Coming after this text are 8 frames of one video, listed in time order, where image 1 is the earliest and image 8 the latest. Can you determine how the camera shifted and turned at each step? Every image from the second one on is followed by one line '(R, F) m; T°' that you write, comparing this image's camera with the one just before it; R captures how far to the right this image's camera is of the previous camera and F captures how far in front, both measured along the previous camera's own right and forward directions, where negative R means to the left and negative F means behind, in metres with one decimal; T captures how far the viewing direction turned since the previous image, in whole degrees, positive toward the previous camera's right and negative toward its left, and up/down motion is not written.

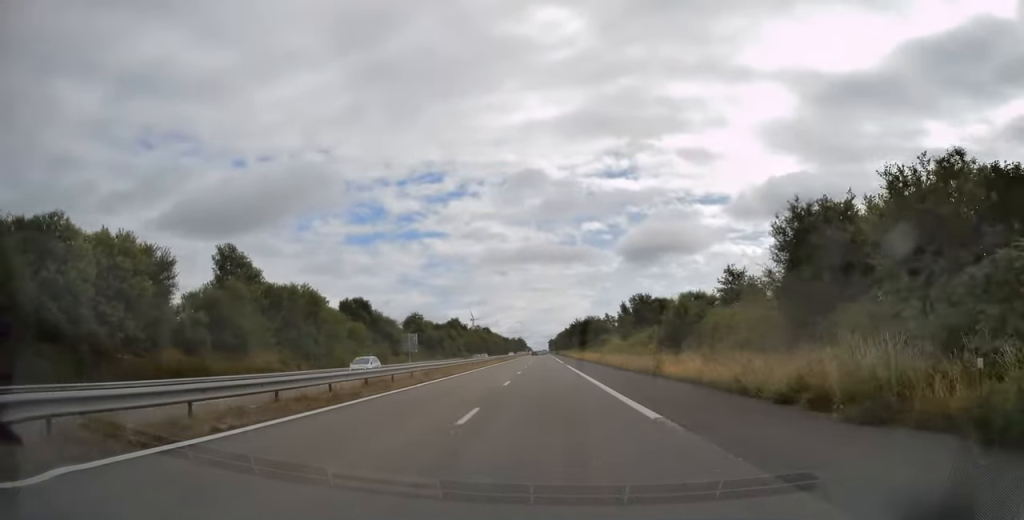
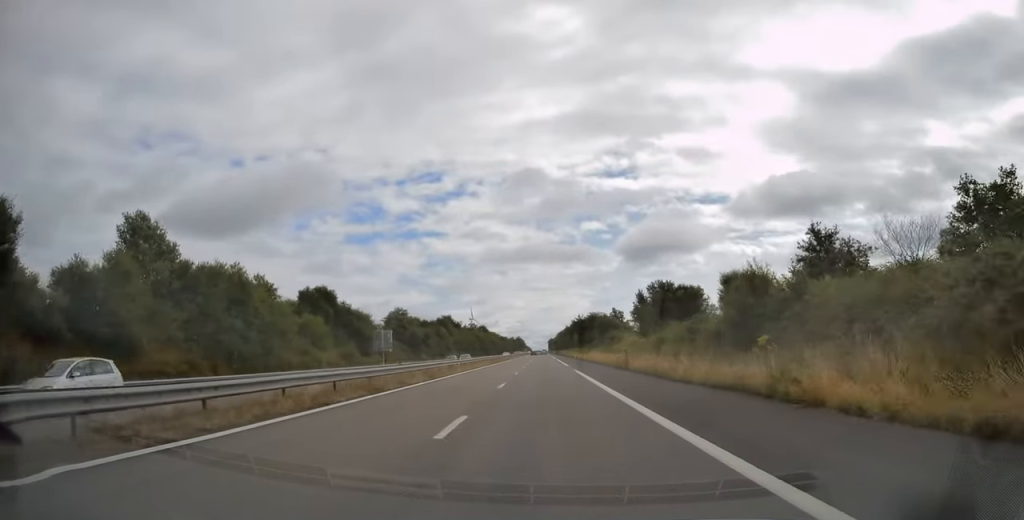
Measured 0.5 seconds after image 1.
(-0.2, +15.4) m; 0°
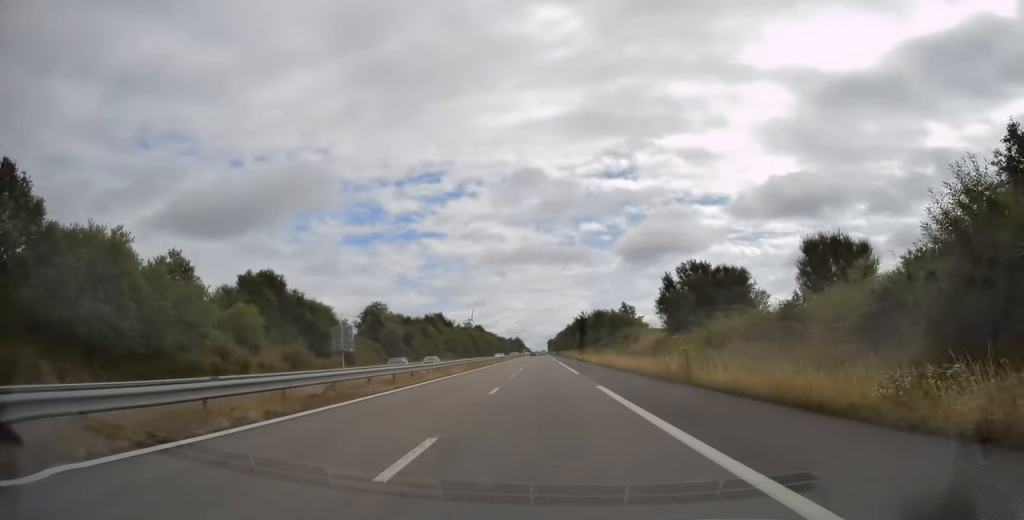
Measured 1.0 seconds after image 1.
(-0.4, +15.9) m; 0°
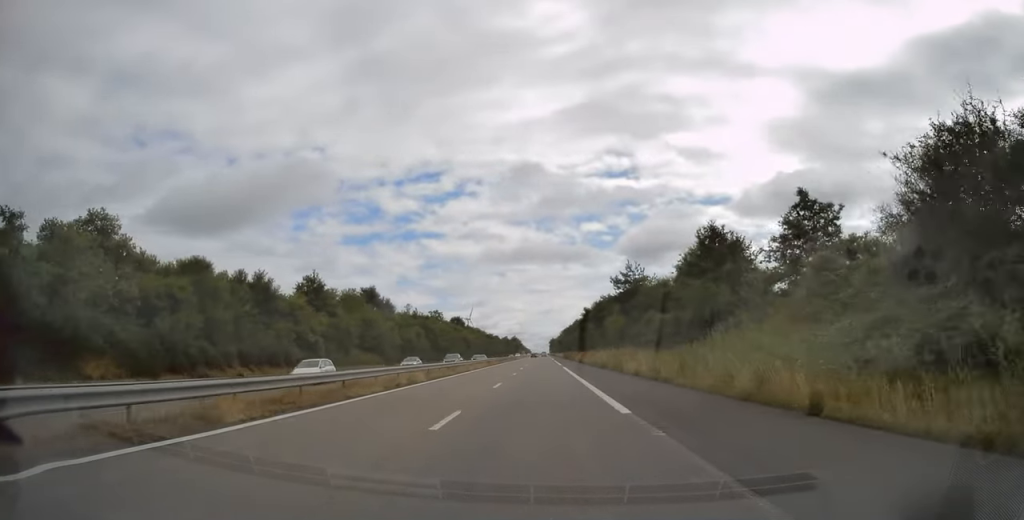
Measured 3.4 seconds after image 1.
(+0.7, +74.4) m; 0°
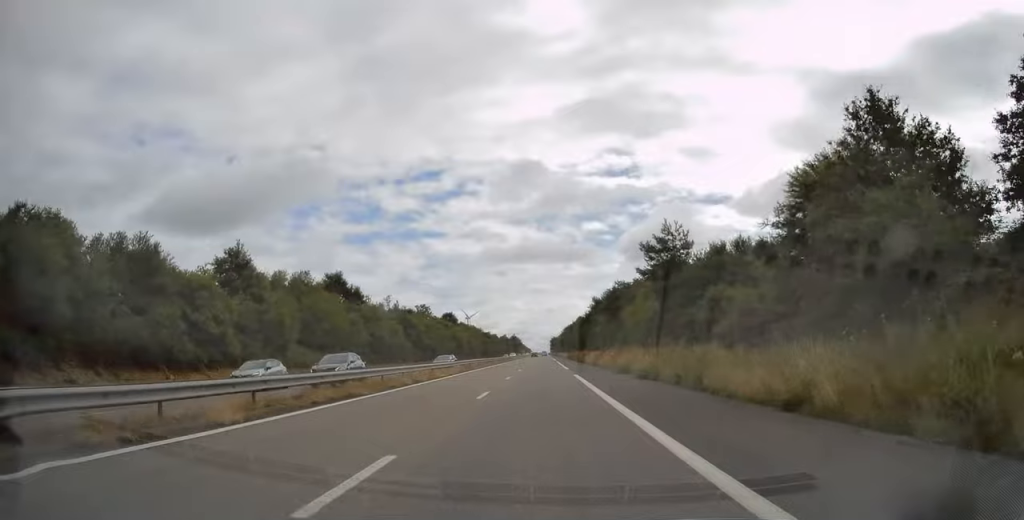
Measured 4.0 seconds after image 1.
(0.0, +19.0) m; 0°
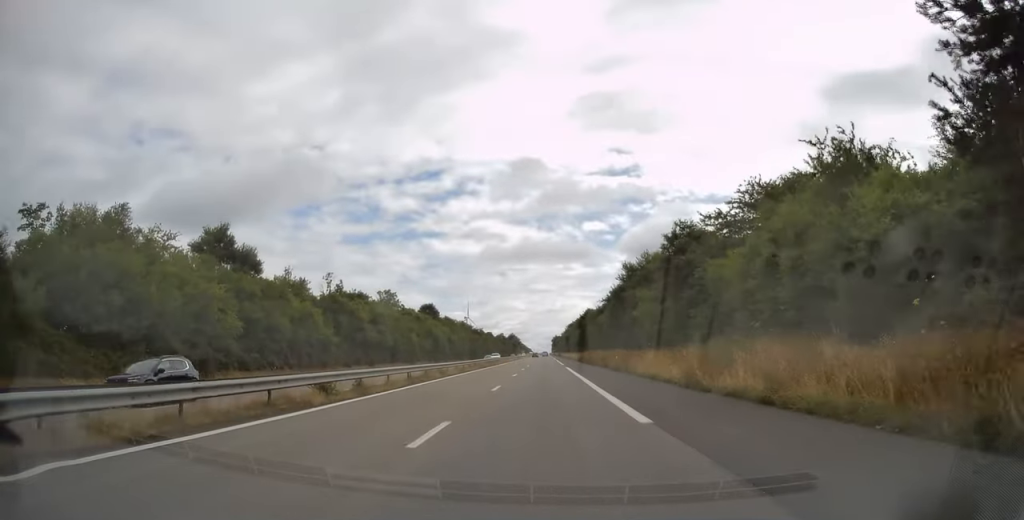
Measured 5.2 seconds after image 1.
(-0.1, +35.4) m; -1°
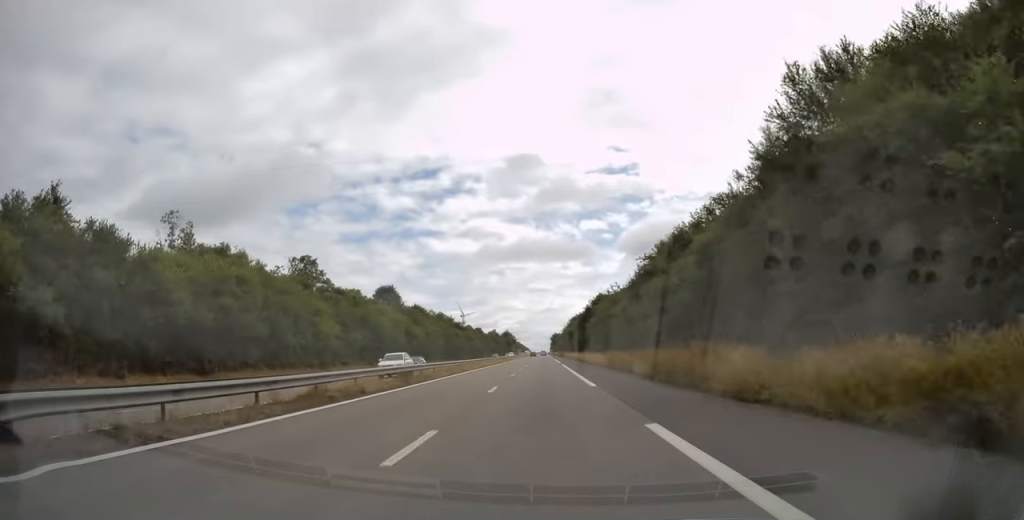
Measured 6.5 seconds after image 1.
(-0.2, +40.6) m; 0°
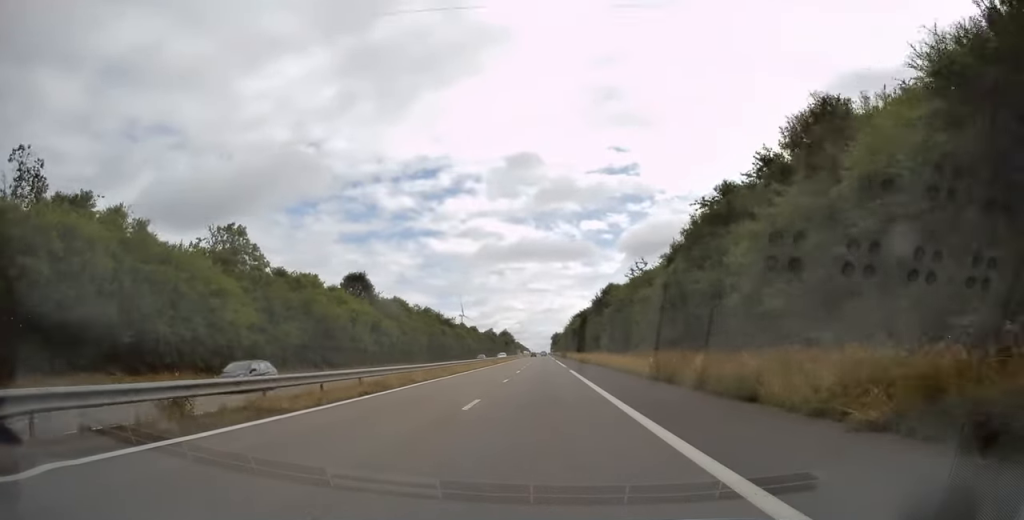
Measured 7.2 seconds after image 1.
(+0.2, +19.5) m; 0°
